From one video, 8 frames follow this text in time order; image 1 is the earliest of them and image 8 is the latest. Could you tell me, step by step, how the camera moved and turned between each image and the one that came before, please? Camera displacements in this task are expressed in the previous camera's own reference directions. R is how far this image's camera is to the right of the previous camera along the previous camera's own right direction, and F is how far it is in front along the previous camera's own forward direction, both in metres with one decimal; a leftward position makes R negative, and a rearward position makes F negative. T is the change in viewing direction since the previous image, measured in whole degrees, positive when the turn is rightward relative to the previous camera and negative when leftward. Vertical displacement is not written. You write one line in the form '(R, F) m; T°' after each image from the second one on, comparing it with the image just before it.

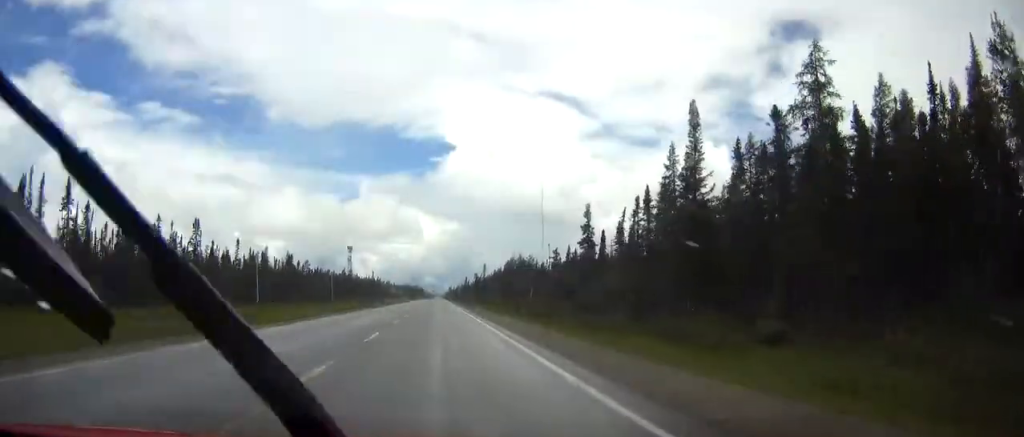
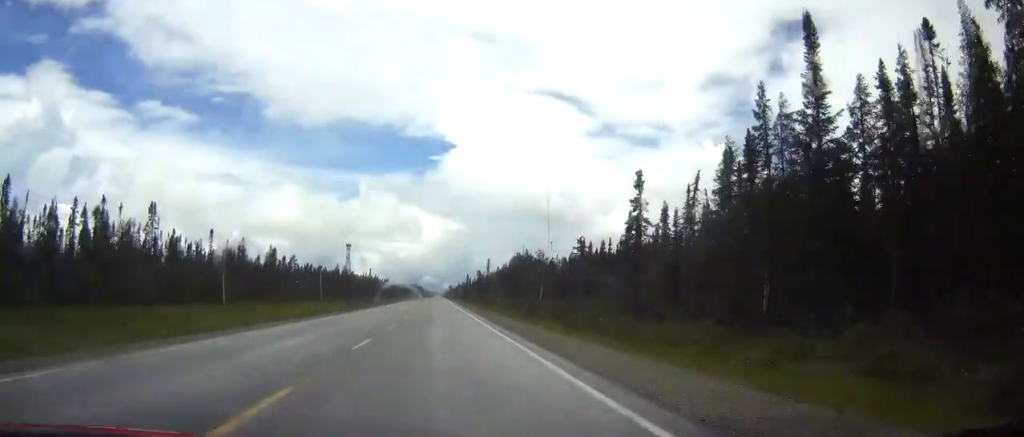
(+0.1, +20.5) m; 0°
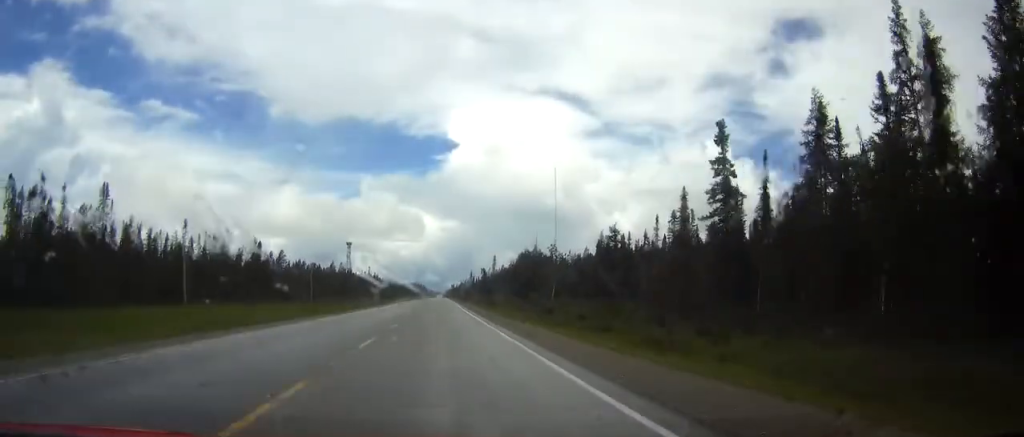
(0.0, +17.6) m; 0°
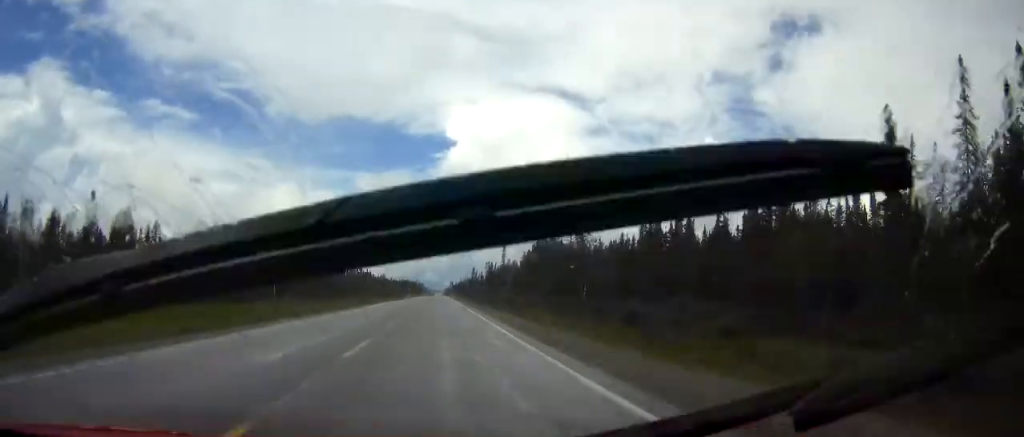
(-0.2, +39.2) m; 0°
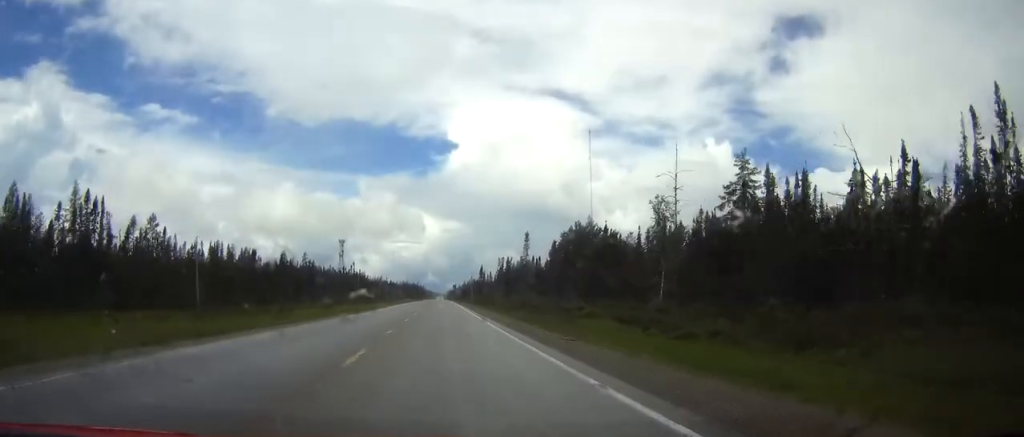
(+0.2, +46.3) m; 0°
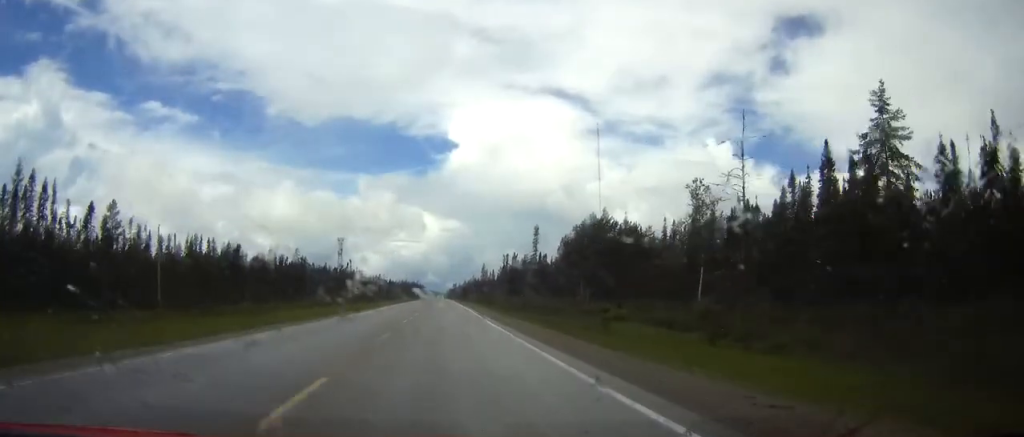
(-0.1, +13.8) m; 0°
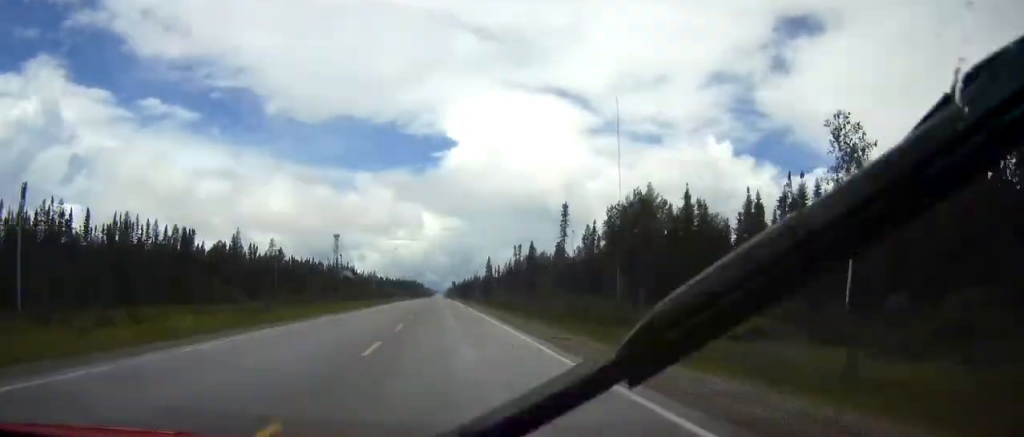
(-0.1, +30.7) m; 0°
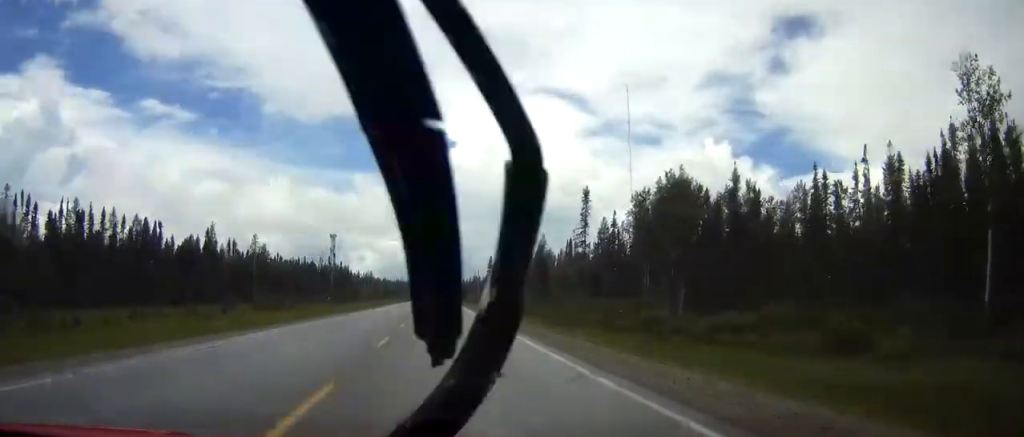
(0.0, +15.9) m; 0°
